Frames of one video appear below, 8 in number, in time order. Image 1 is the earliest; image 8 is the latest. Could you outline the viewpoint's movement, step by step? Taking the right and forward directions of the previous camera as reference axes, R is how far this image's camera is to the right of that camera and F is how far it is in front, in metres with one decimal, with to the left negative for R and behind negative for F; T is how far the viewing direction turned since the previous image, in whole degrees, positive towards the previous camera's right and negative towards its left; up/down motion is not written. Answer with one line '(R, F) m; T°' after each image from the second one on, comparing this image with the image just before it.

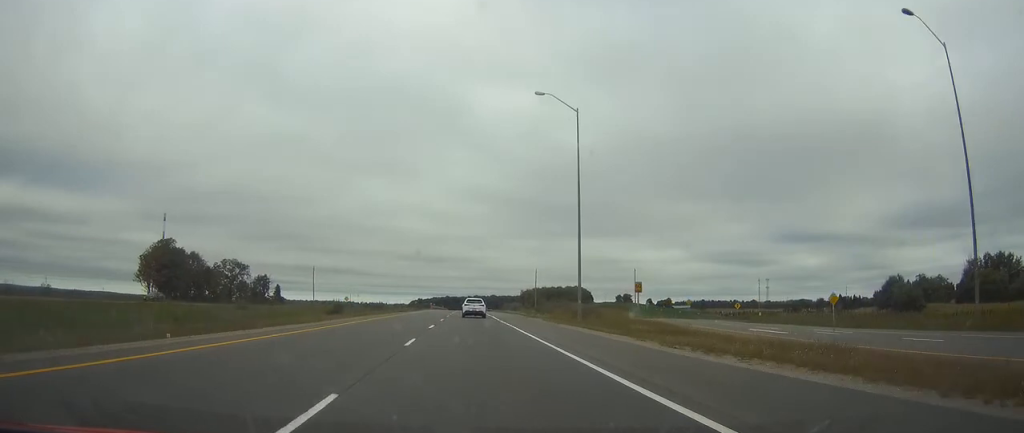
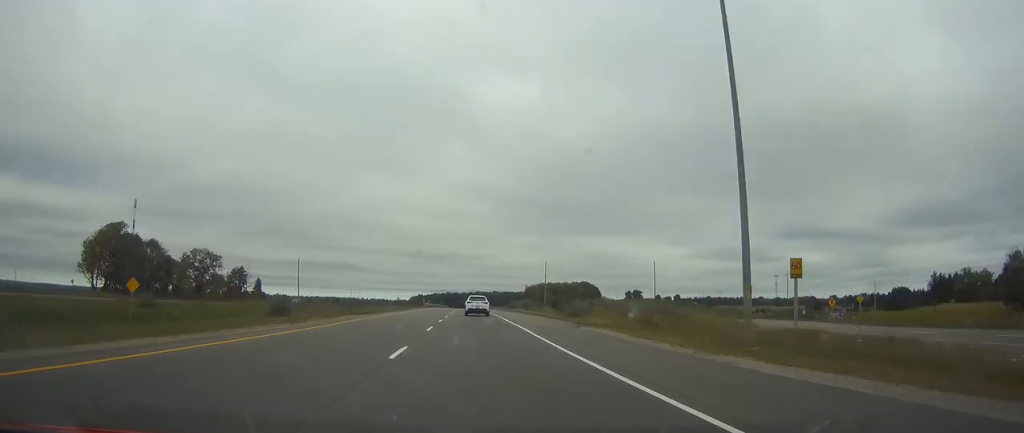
(+0.1, +28.5) m; 0°
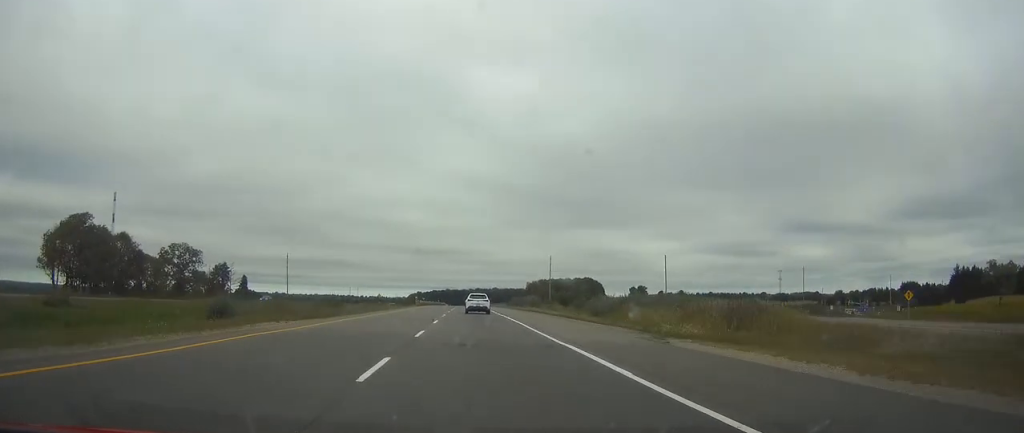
(0.0, +15.8) m; 0°
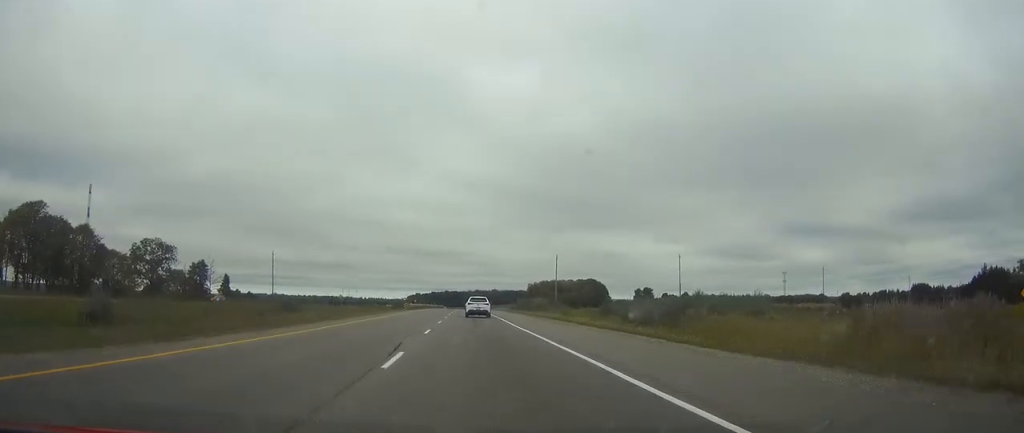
(0.0, +17.8) m; 0°
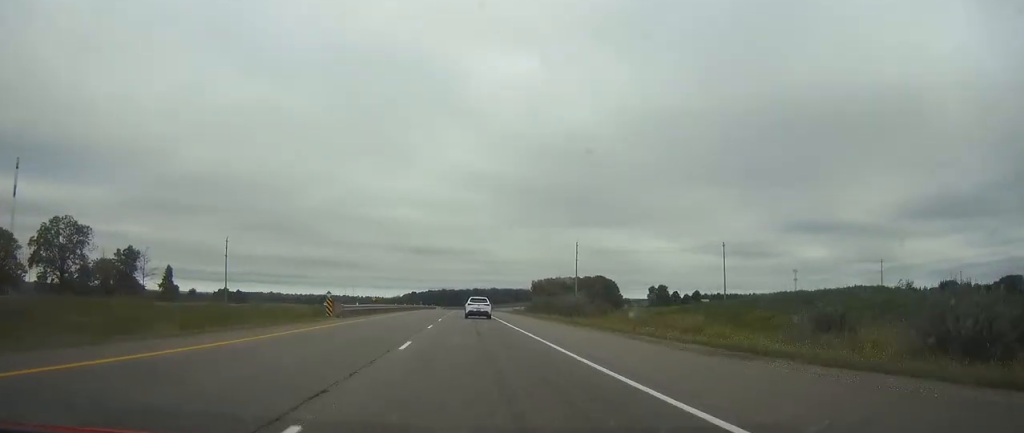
(0.0, +43.8) m; 0°
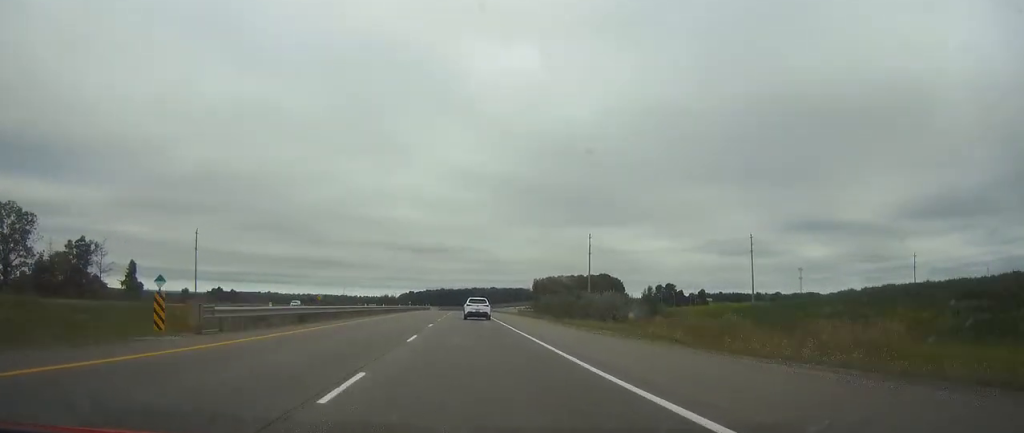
(0.0, +20.8) m; 0°
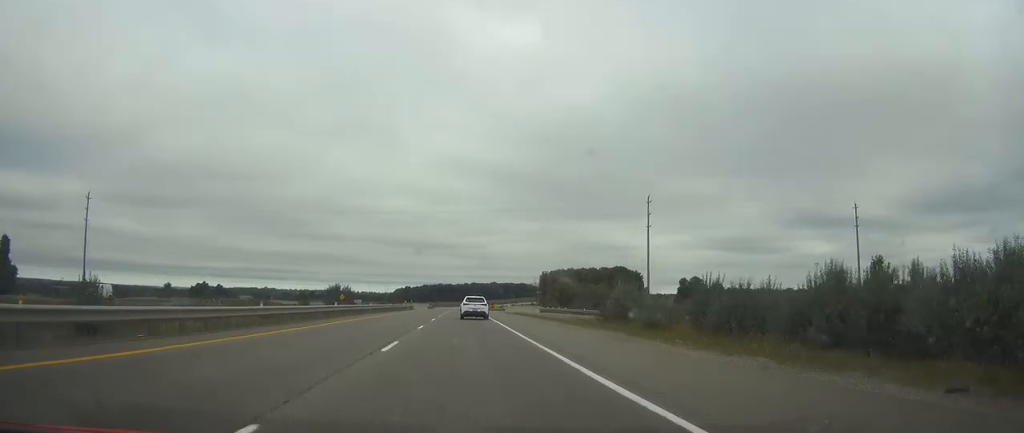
(+0.1, +51.8) m; 0°
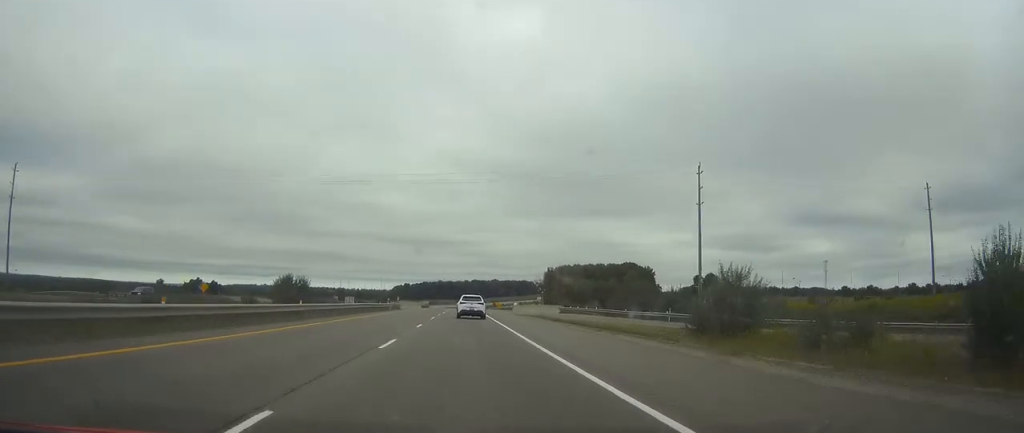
(0.0, +23.8) m; 0°
